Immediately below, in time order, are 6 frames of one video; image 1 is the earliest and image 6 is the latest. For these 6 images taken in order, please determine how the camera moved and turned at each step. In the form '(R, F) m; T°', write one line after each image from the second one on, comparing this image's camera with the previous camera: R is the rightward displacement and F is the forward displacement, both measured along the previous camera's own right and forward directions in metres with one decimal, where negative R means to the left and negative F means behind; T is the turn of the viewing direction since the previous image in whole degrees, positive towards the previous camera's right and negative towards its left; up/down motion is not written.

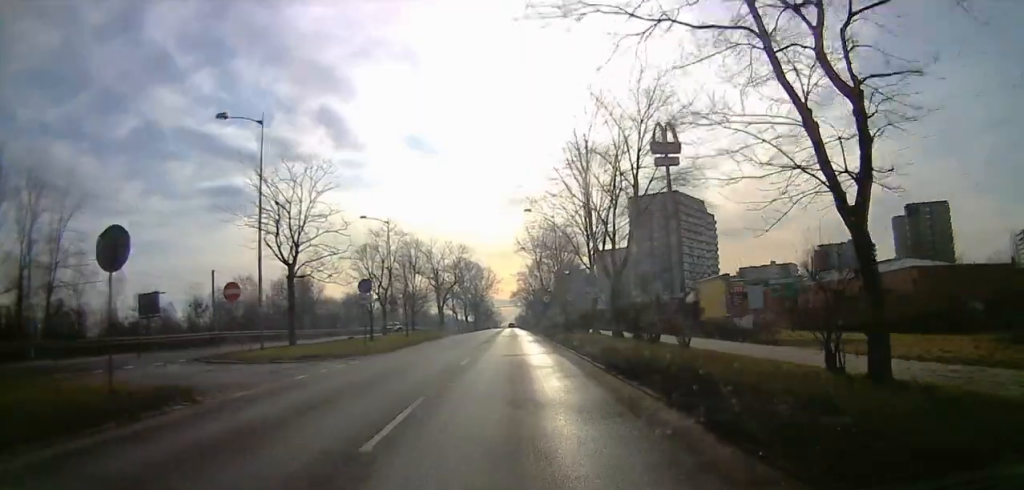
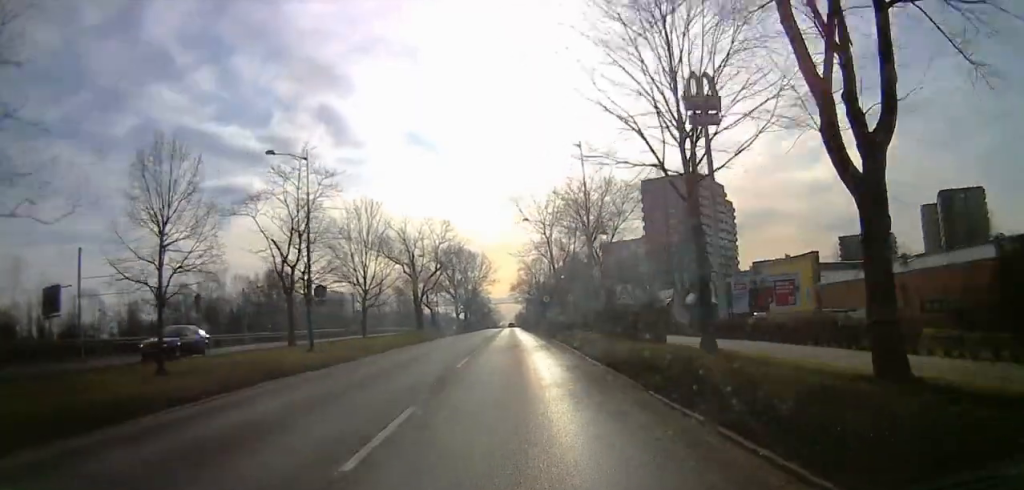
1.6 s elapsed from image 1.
(+0.6, +24.8) m; -1°
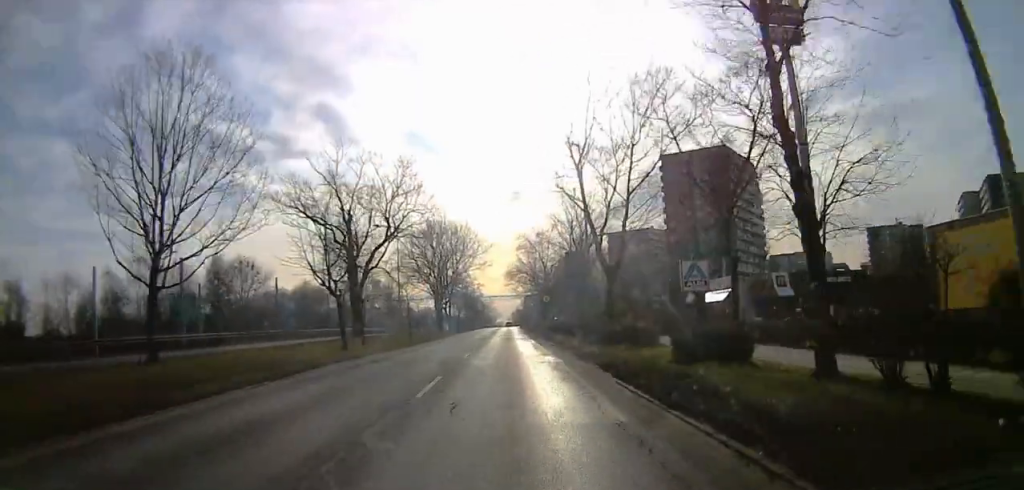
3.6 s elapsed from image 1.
(-1.1, +30.1) m; -1°
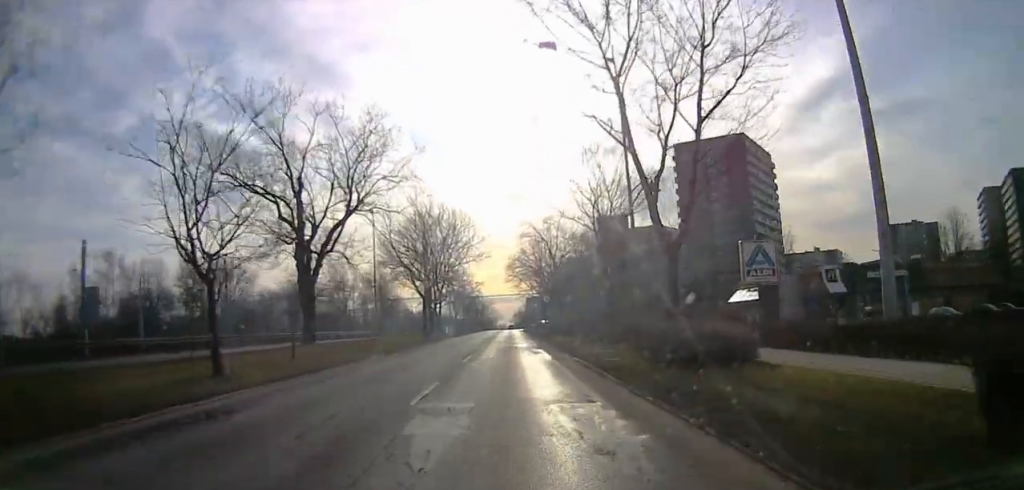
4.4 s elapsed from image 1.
(+0.1, +12.2) m; 0°
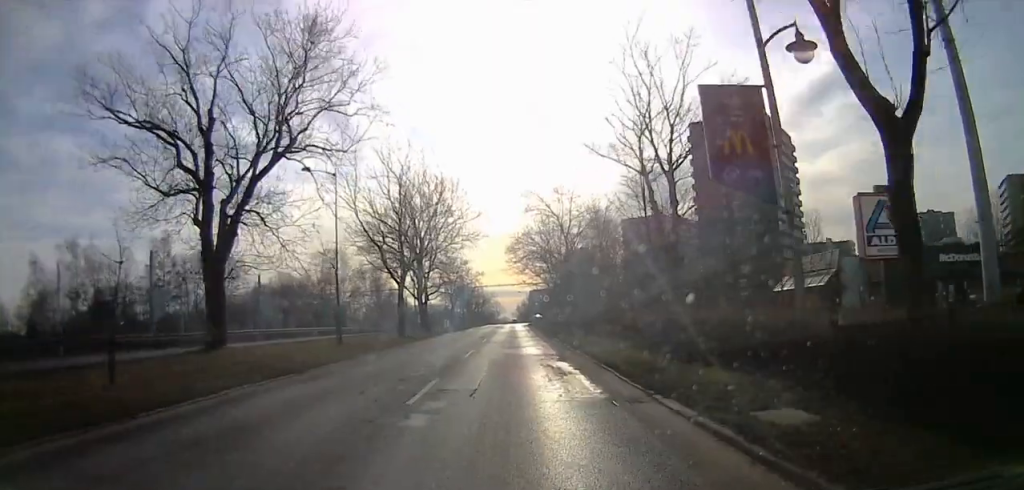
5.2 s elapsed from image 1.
(0.0, +12.4) m; +1°
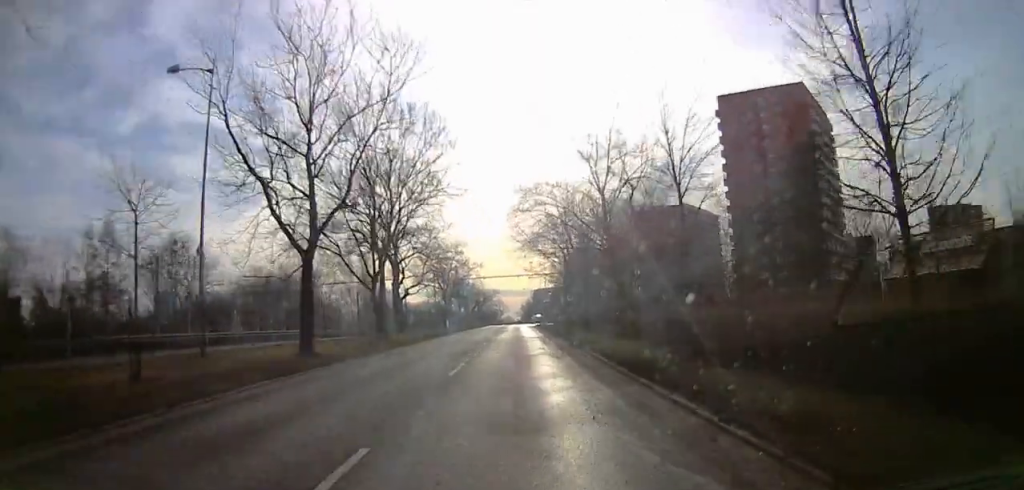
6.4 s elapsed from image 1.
(+0.5, +19.4) m; +3°
